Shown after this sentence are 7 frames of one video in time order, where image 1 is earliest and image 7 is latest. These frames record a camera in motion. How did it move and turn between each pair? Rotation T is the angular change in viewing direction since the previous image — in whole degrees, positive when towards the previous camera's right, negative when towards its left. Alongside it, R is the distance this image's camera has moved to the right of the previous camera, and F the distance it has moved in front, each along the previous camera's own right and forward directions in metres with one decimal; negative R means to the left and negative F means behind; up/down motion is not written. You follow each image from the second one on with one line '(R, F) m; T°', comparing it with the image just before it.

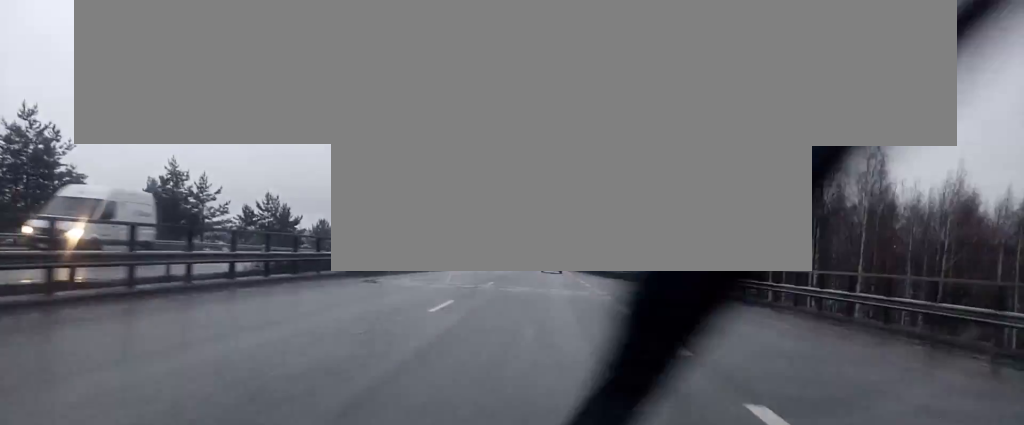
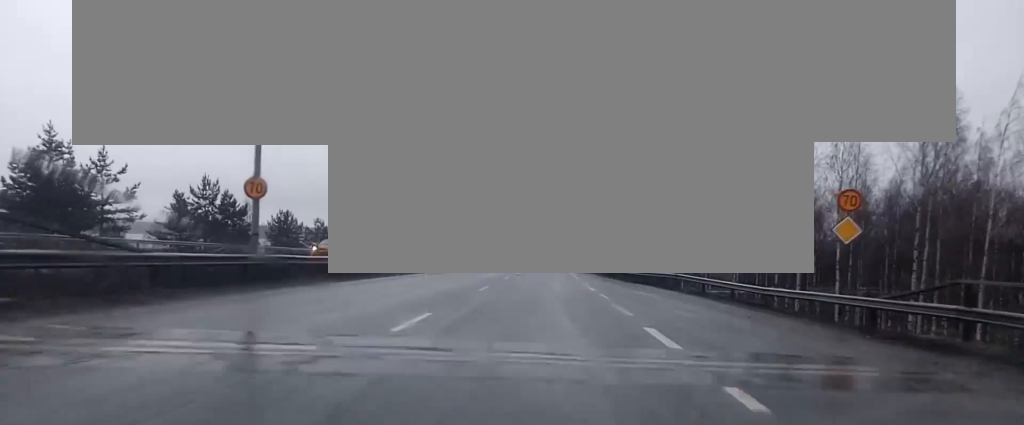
(0.0, +15.1) m; +1°
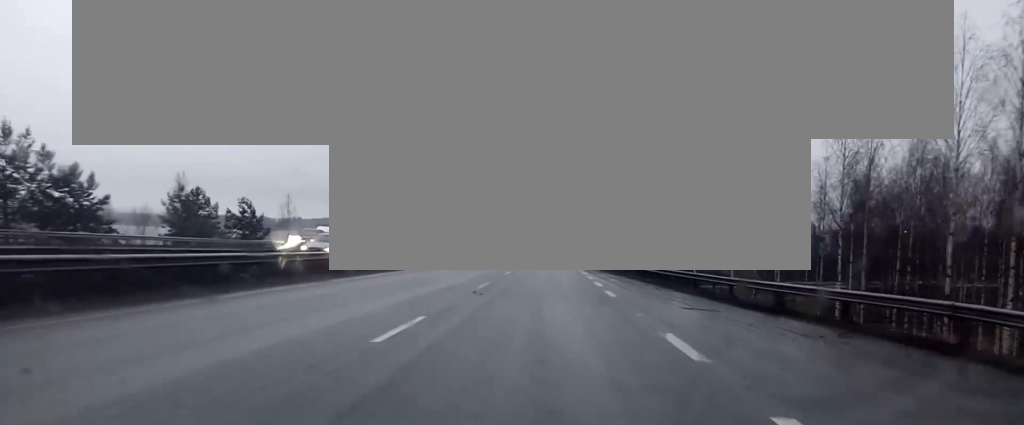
(+0.4, +25.2) m; 0°
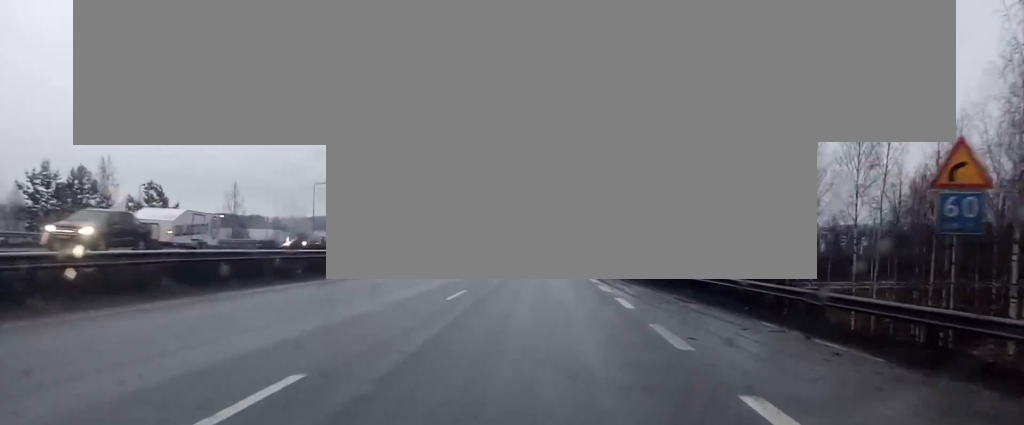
(-0.1, +17.4) m; 0°
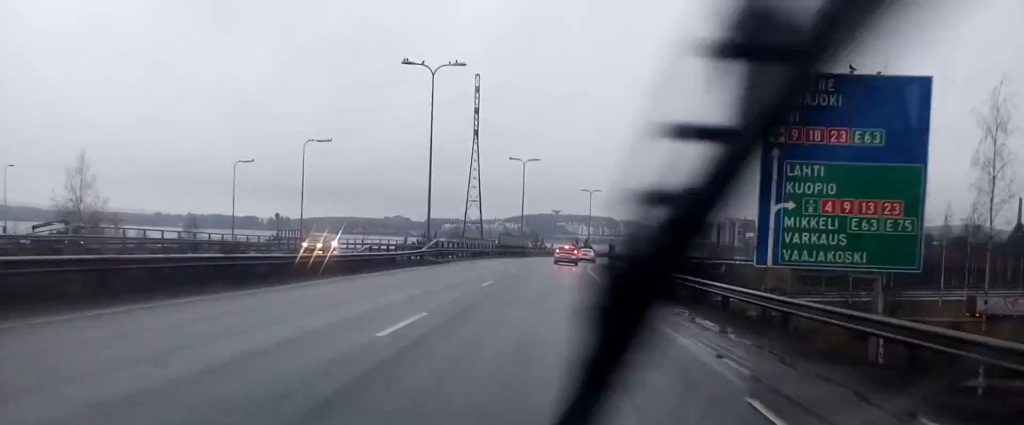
(+0.2, +30.3) m; +1°
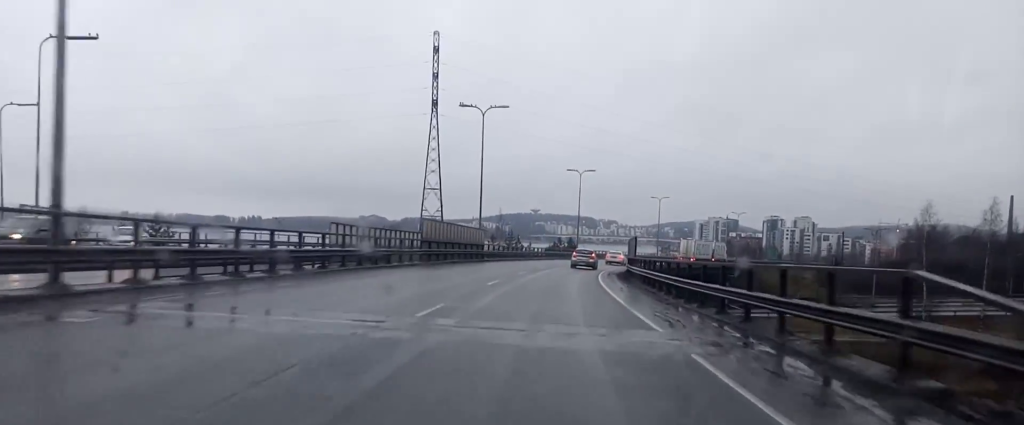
(+1.2, +35.0) m; +3°
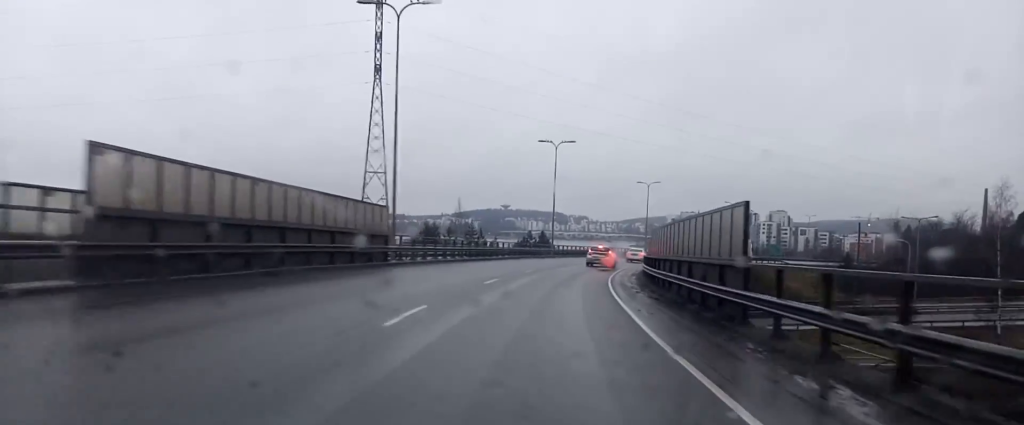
(-0.2, +24.7) m; 0°
